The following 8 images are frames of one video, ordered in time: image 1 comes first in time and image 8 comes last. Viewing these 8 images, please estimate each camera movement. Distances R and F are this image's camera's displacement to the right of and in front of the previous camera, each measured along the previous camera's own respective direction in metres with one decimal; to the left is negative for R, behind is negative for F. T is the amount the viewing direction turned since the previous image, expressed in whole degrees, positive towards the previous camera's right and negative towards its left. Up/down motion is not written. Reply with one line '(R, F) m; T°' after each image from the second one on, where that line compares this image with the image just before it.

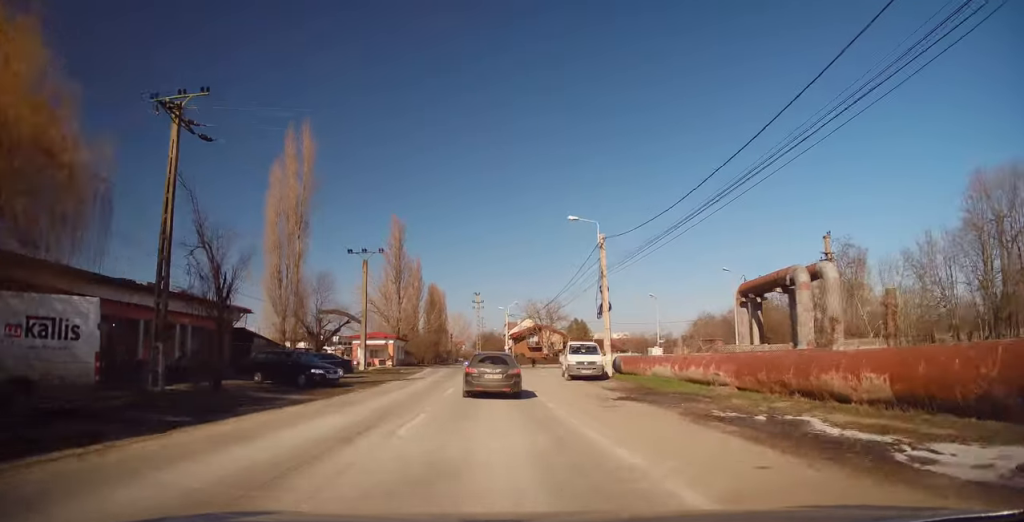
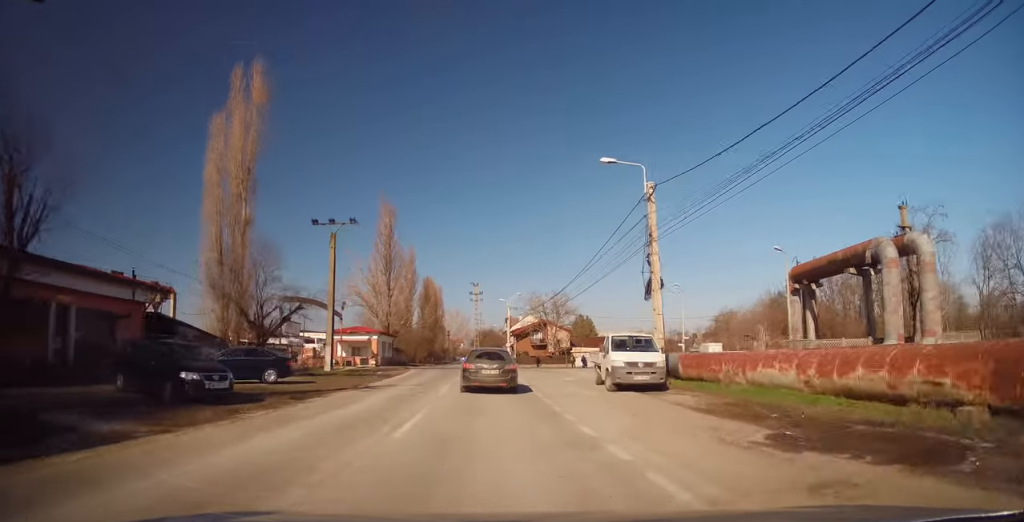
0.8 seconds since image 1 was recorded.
(-0.1, +9.0) m; -1°
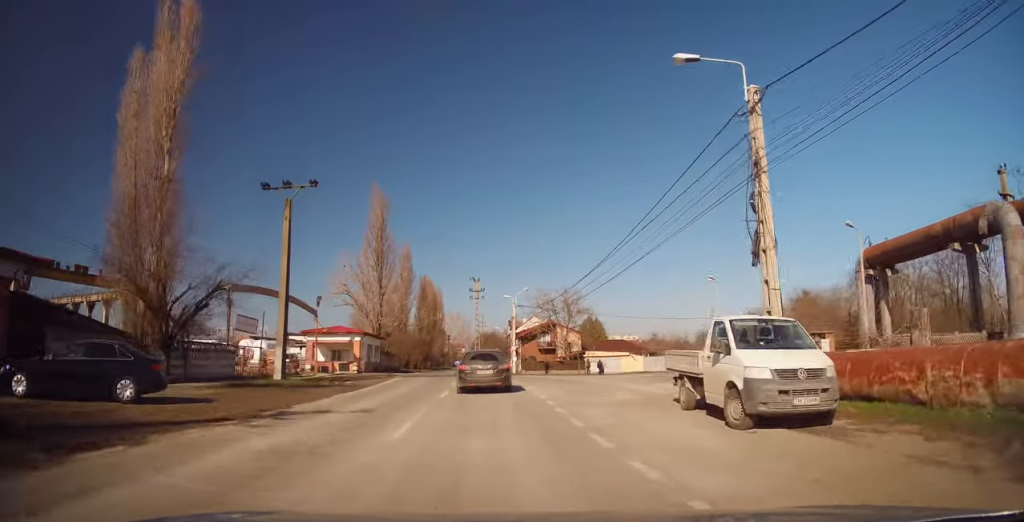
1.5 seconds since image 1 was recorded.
(-0.1, +10.0) m; 0°
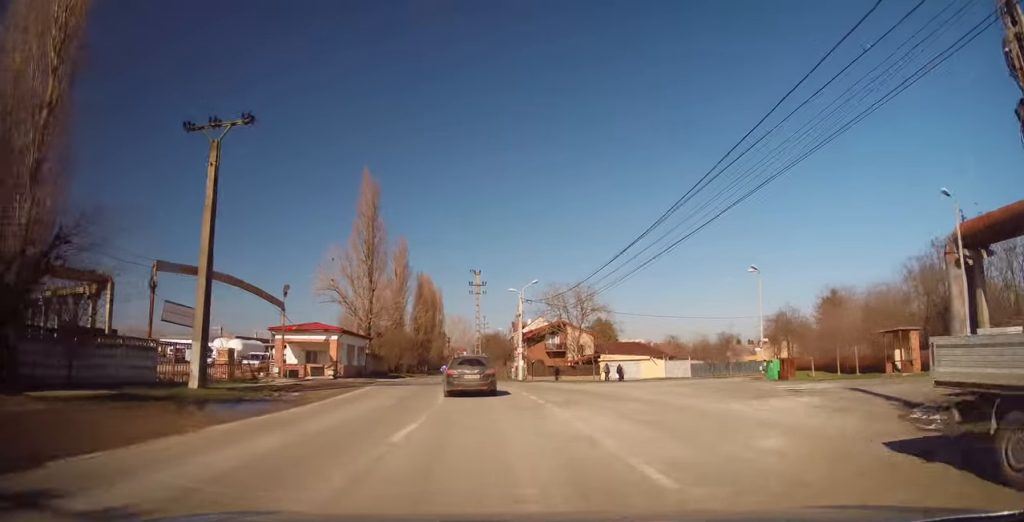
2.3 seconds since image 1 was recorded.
(0.0, +9.5) m; 0°
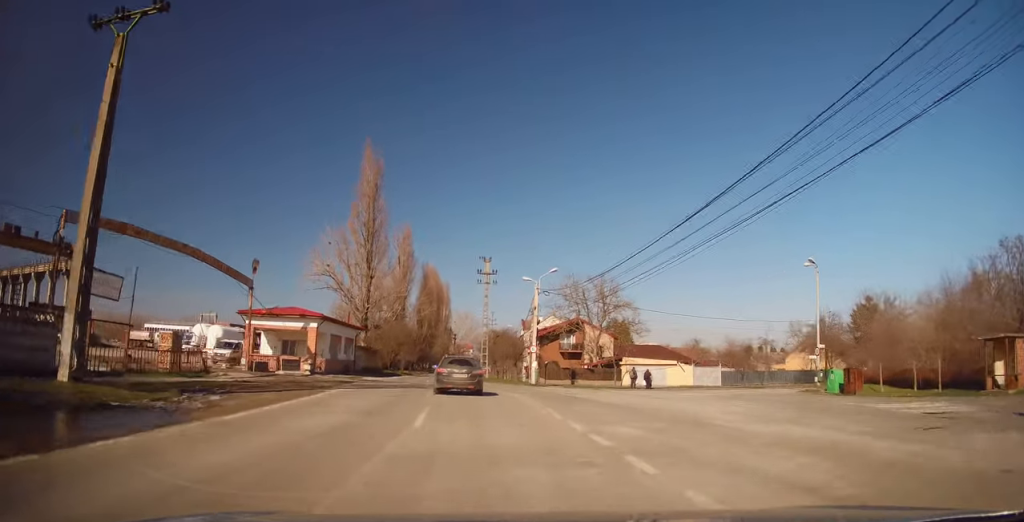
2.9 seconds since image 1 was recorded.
(0.0, +8.0) m; 0°
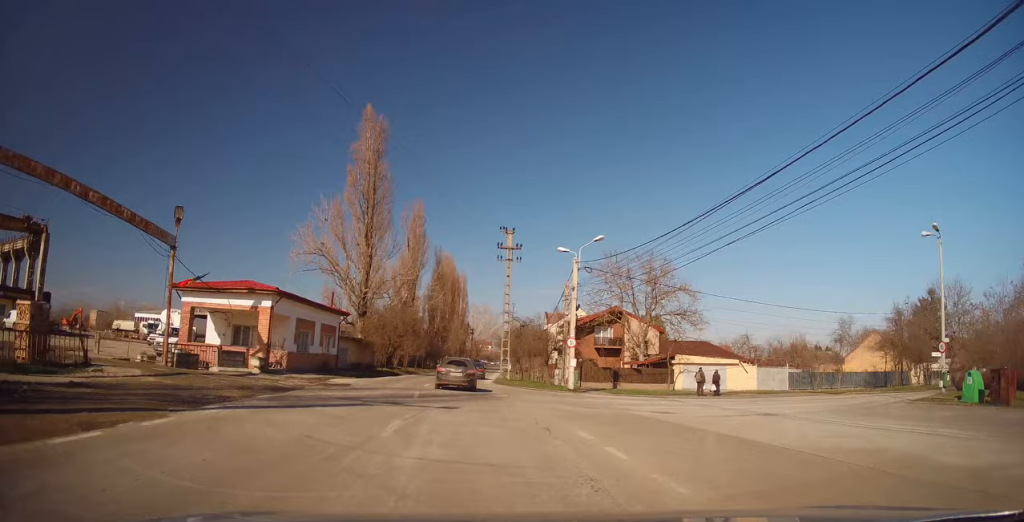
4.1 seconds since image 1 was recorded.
(+0.1, +11.6) m; +1°
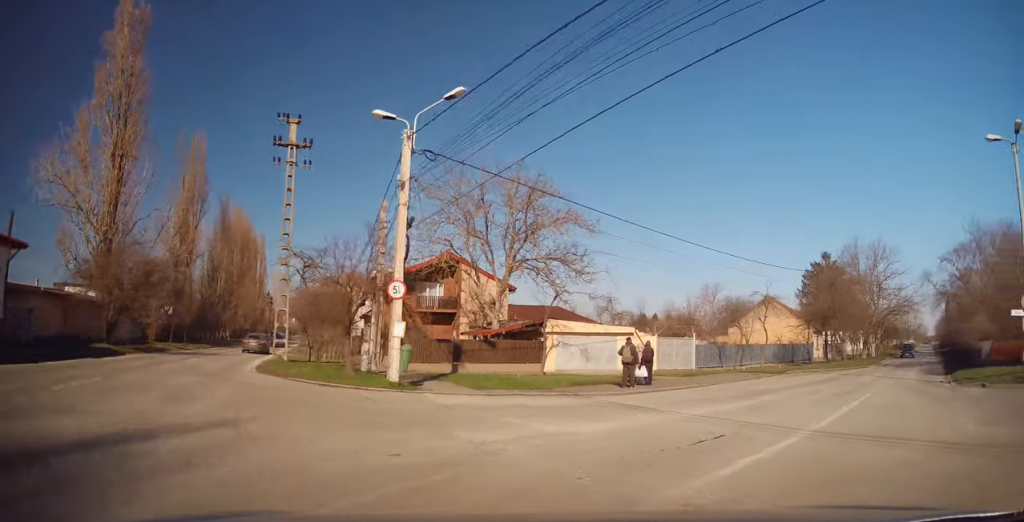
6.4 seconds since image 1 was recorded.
(+1.7, +15.7) m; +36°
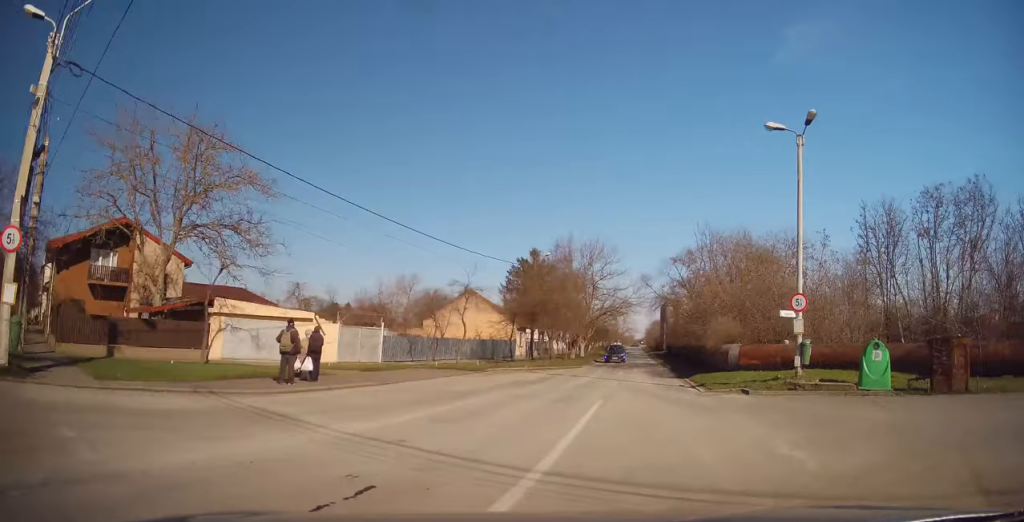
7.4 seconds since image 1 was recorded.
(+1.6, +4.1) m; +24°
